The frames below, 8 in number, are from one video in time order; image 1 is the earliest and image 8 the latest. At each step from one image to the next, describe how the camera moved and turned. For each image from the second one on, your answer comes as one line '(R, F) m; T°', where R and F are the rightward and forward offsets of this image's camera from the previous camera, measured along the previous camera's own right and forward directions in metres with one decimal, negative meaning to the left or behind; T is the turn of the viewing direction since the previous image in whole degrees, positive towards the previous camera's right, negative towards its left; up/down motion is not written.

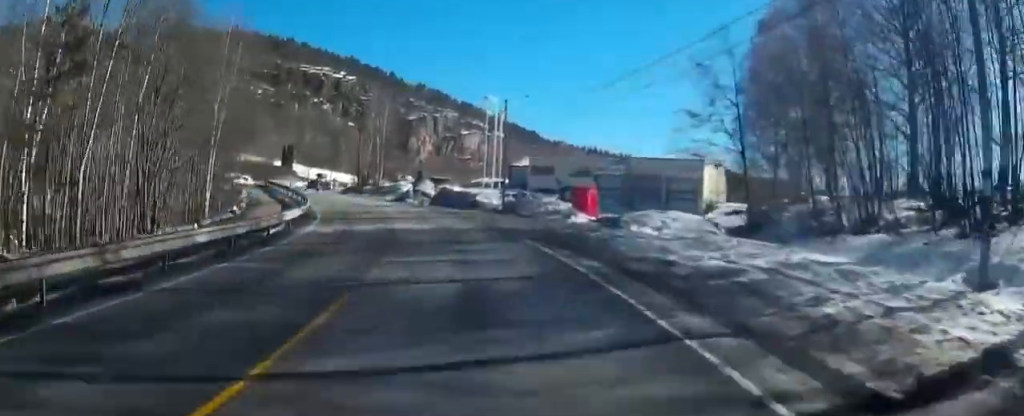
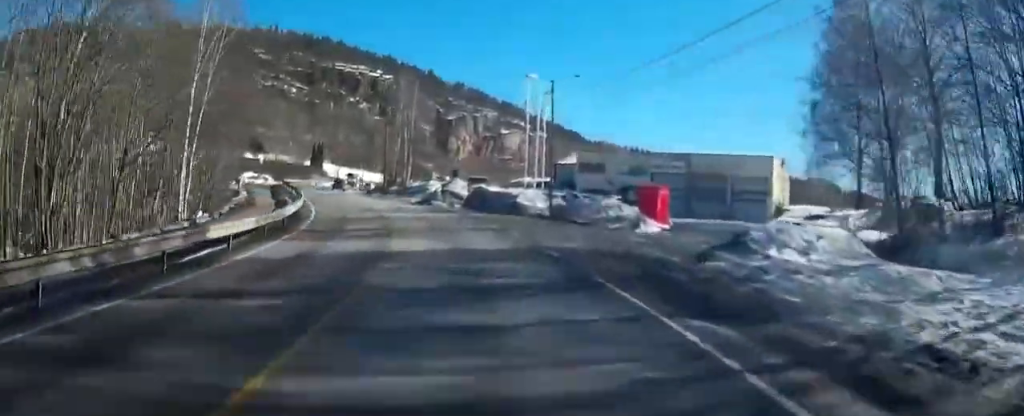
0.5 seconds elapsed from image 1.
(-0.1, +8.6) m; -1°
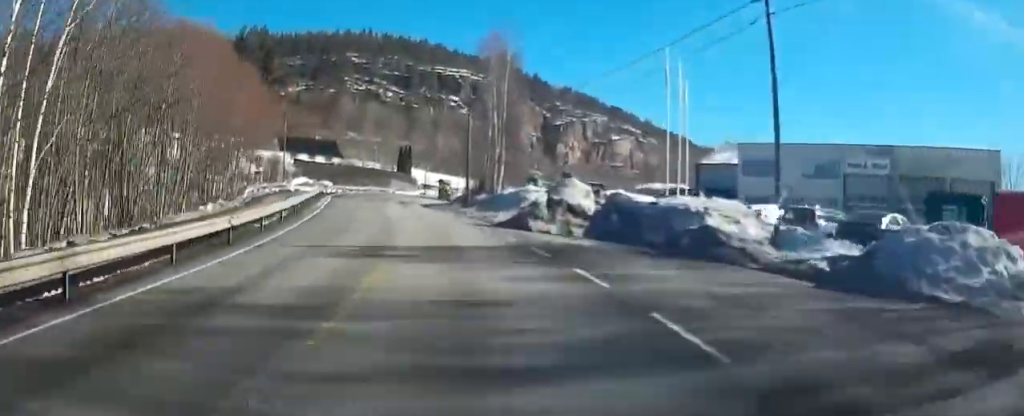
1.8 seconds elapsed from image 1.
(-0.8, +20.1) m; -7°
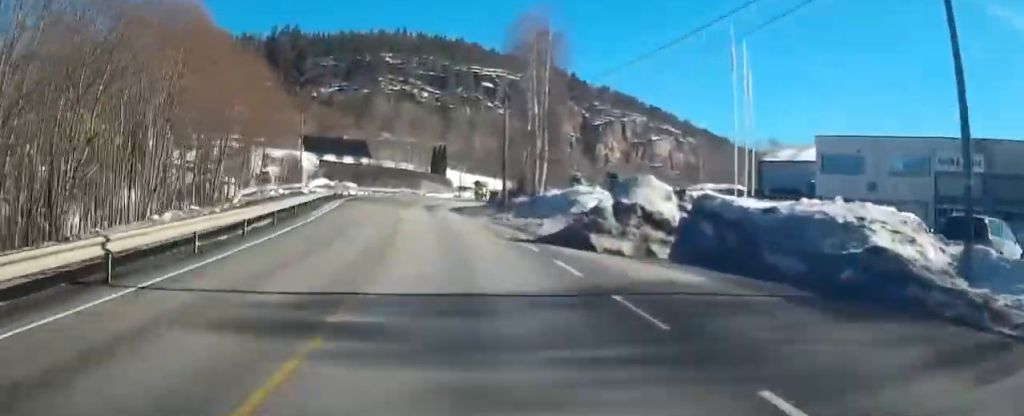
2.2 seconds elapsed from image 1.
(-0.4, +6.8) m; -3°
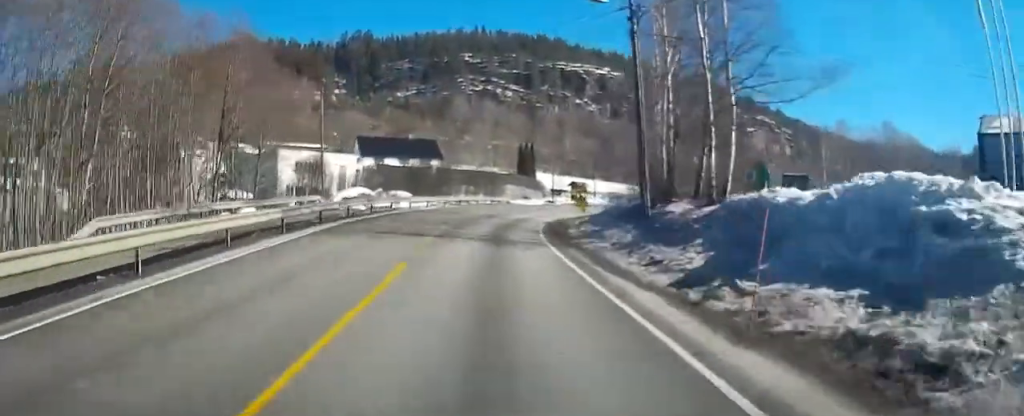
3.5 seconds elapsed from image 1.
(-1.1, +19.7) m; -9°
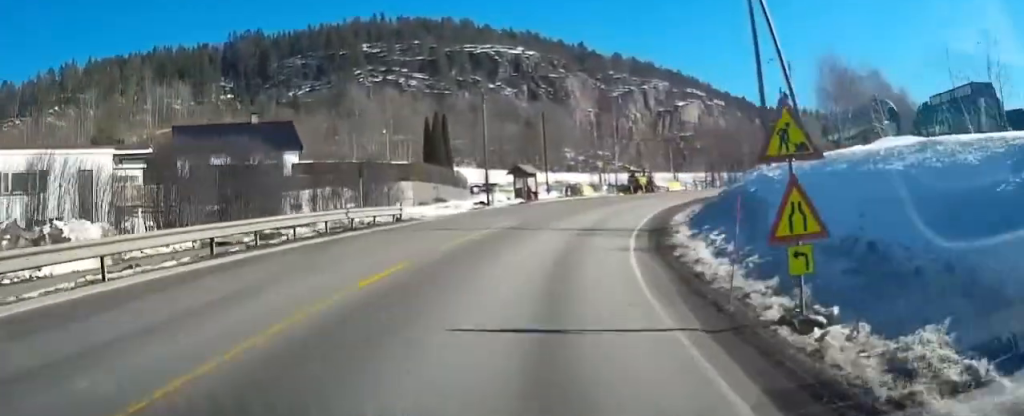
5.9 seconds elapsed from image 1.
(-1.4, +35.2) m; +2°
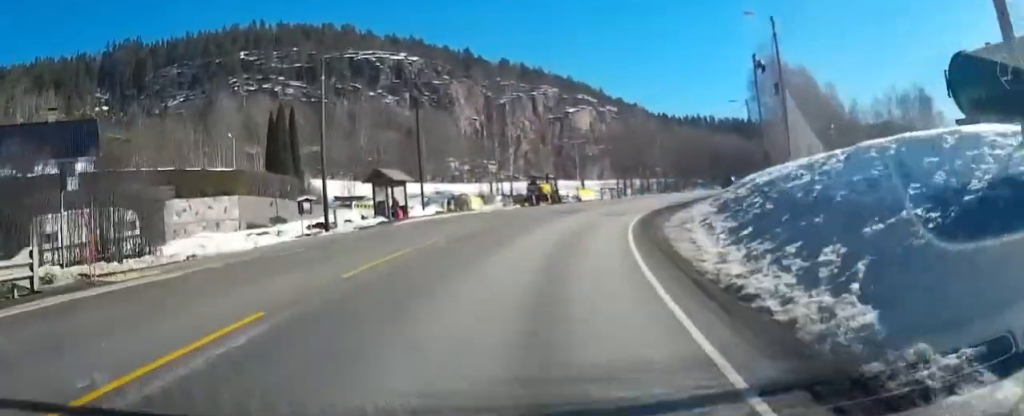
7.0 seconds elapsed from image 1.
(+0.7, +15.7) m; +8°
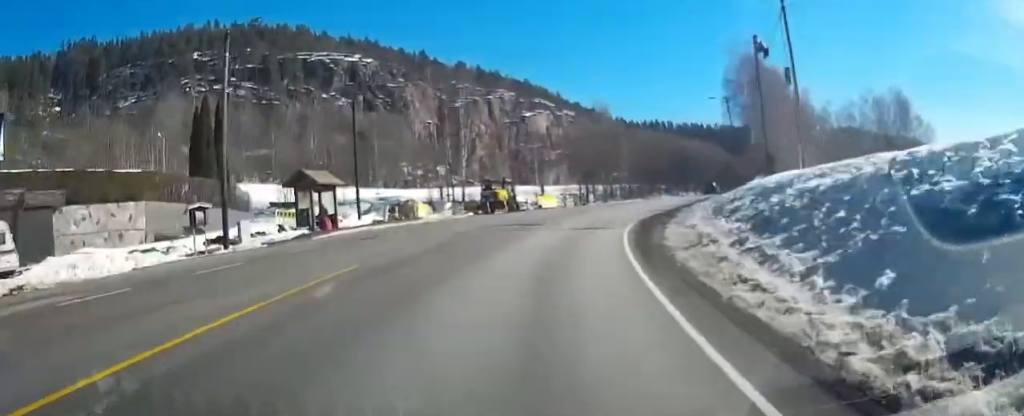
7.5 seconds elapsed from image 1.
(-0.3, +6.3) m; +5°
